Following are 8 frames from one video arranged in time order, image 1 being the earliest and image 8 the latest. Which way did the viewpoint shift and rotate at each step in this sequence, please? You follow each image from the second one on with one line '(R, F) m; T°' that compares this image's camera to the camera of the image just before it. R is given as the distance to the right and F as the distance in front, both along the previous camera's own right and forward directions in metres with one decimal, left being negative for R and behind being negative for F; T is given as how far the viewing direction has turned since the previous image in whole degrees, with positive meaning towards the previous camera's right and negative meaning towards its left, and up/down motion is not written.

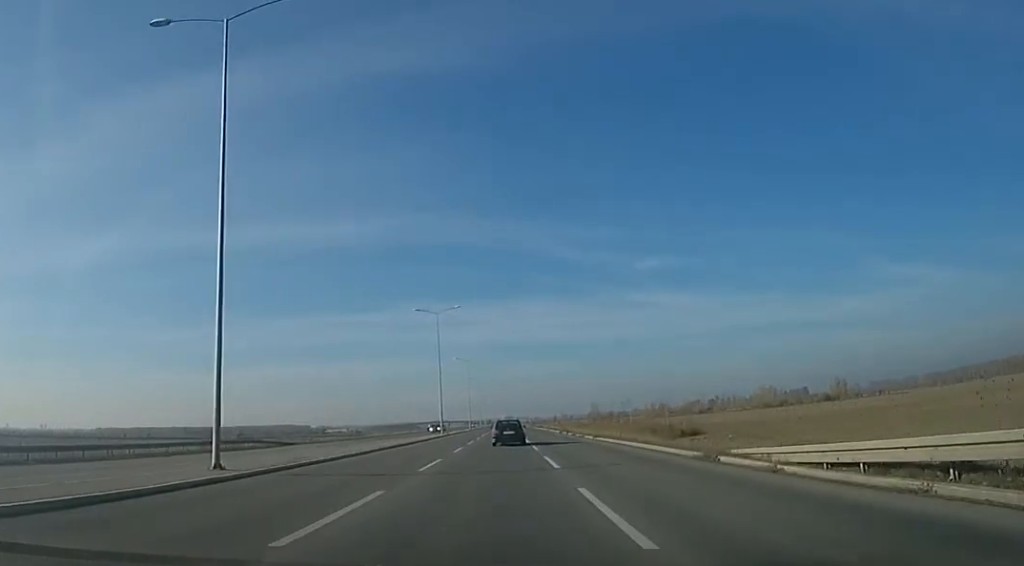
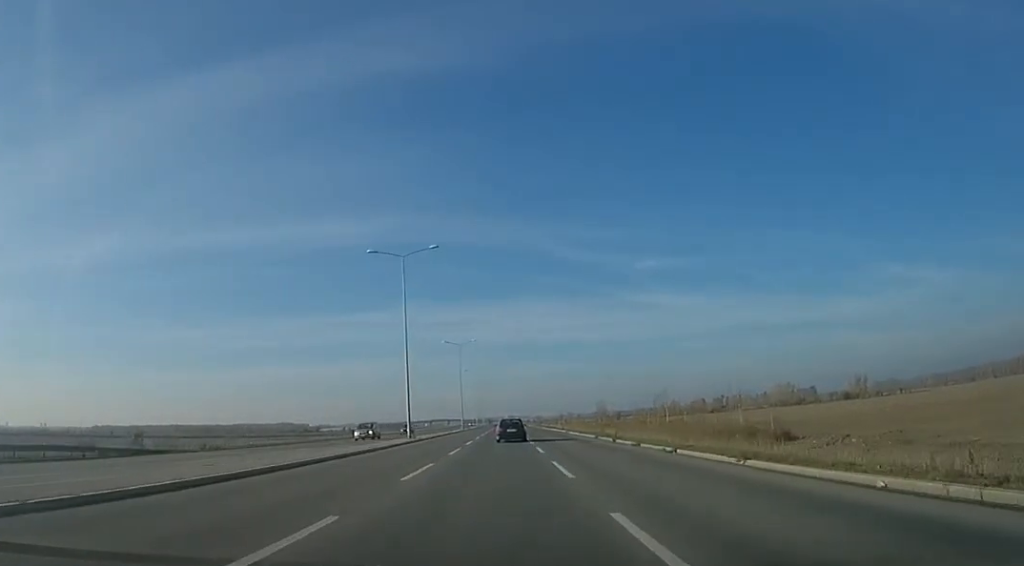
(-0.1, +22.8) m; -1°
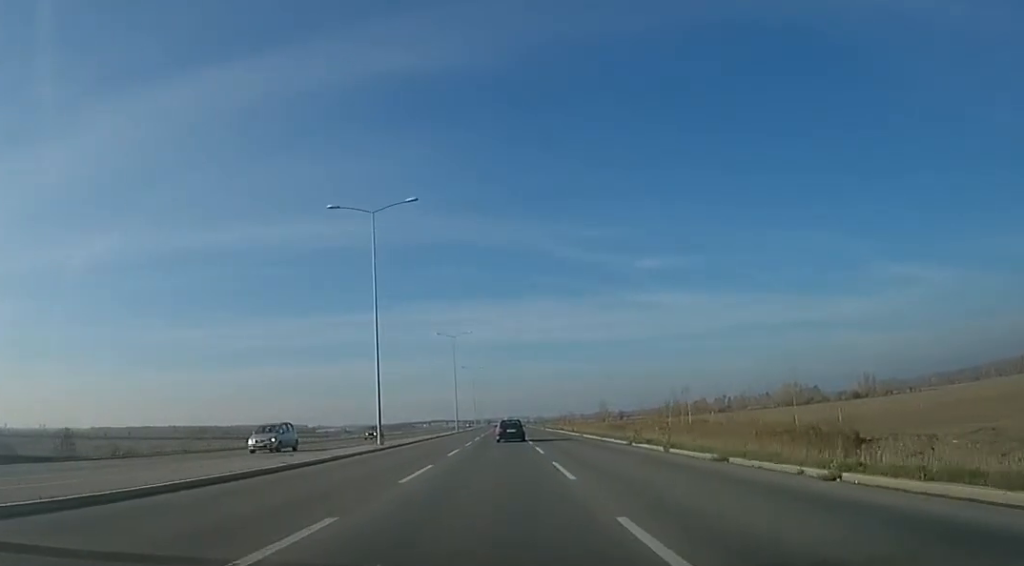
(-0.1, +10.1) m; -1°
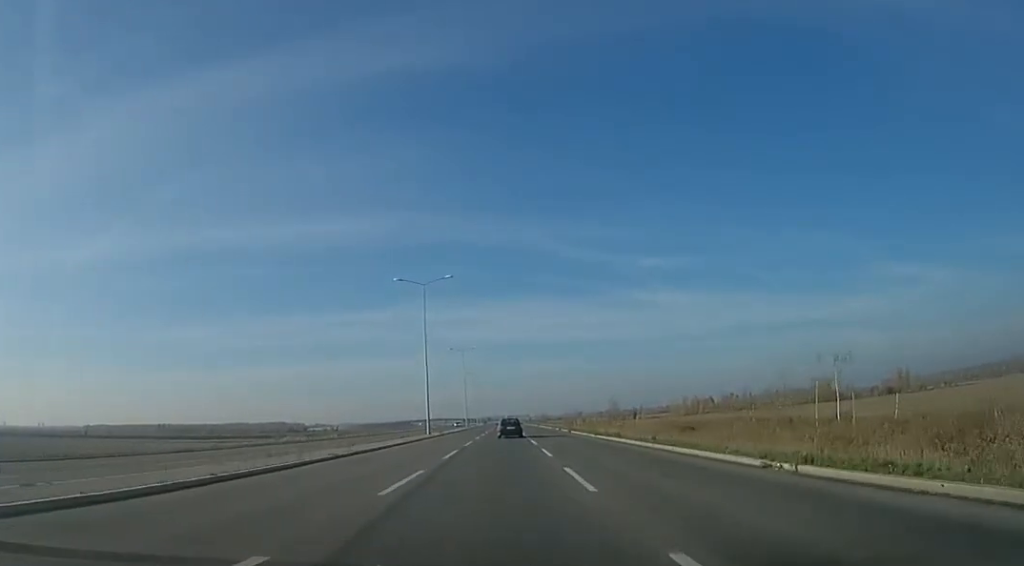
(-0.2, +32.1) m; -1°
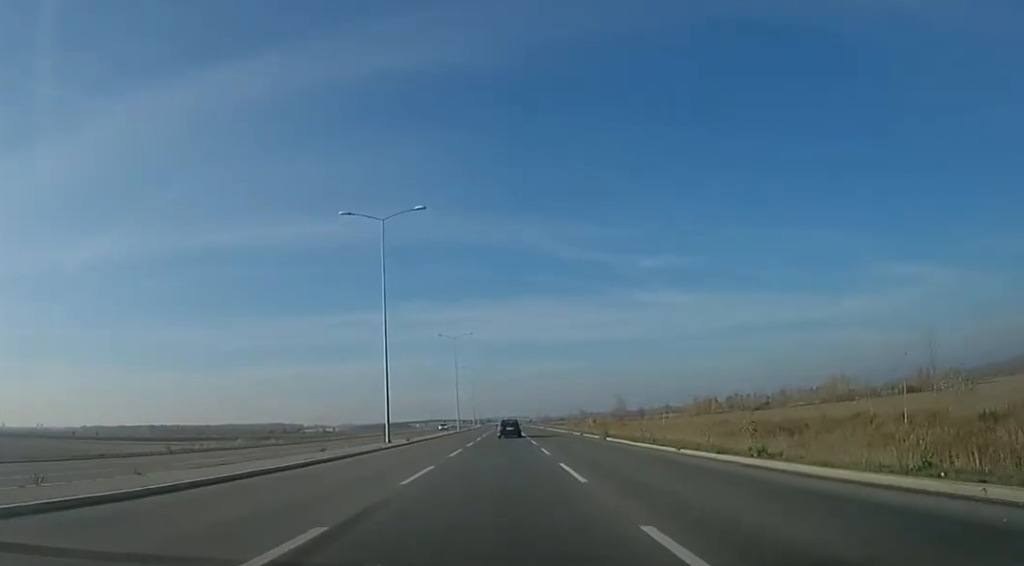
(+0.1, +18.2) m; -2°
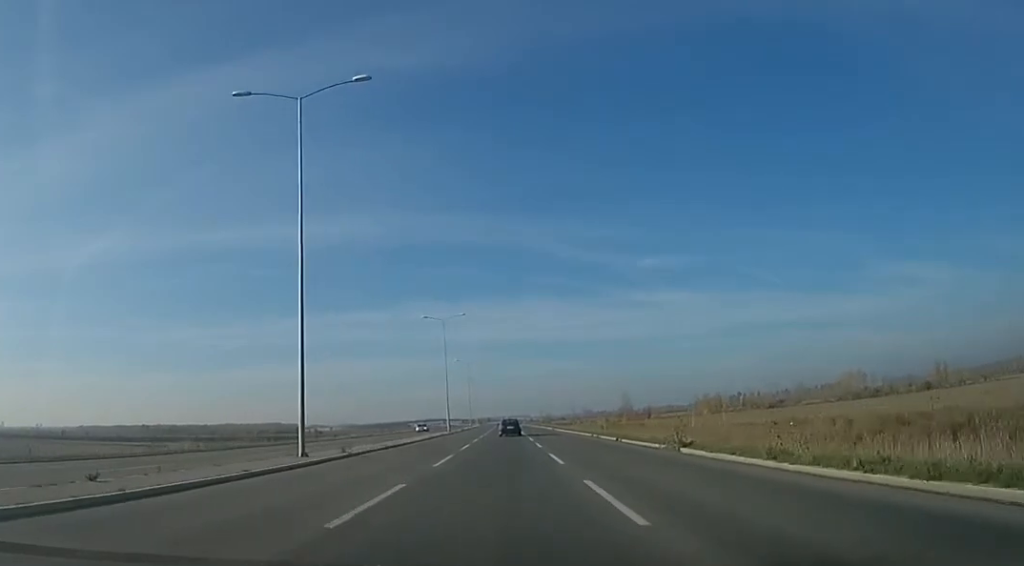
(-0.5, +14.7) m; +1°
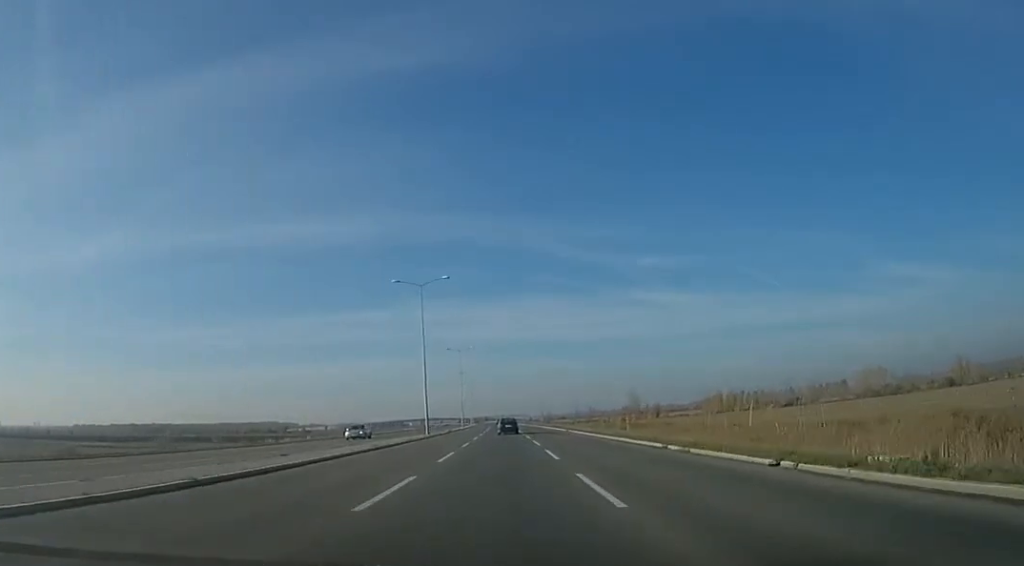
(+0.1, +18.5) m; +2°
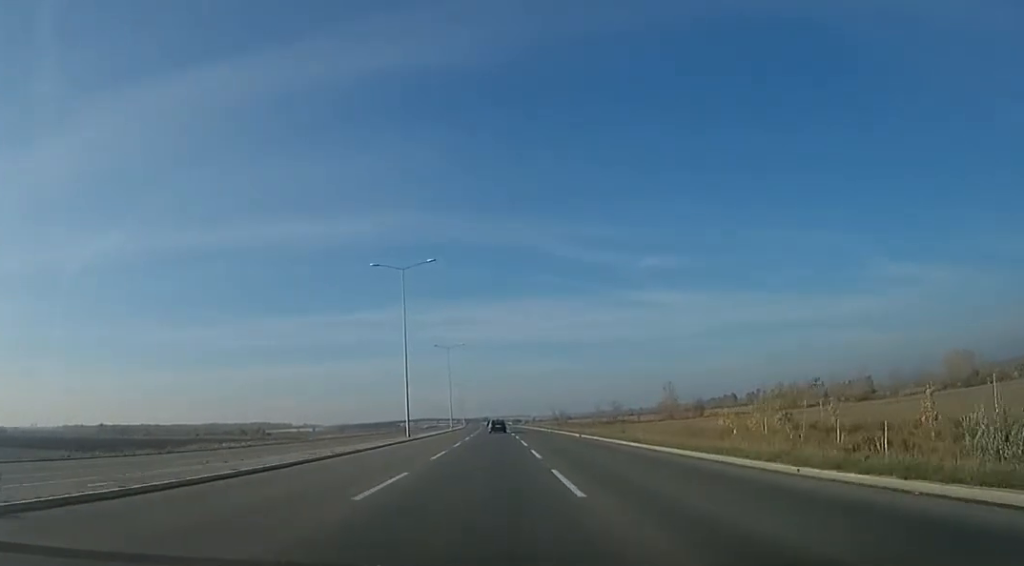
(+2.2, +58.1) m; 0°
